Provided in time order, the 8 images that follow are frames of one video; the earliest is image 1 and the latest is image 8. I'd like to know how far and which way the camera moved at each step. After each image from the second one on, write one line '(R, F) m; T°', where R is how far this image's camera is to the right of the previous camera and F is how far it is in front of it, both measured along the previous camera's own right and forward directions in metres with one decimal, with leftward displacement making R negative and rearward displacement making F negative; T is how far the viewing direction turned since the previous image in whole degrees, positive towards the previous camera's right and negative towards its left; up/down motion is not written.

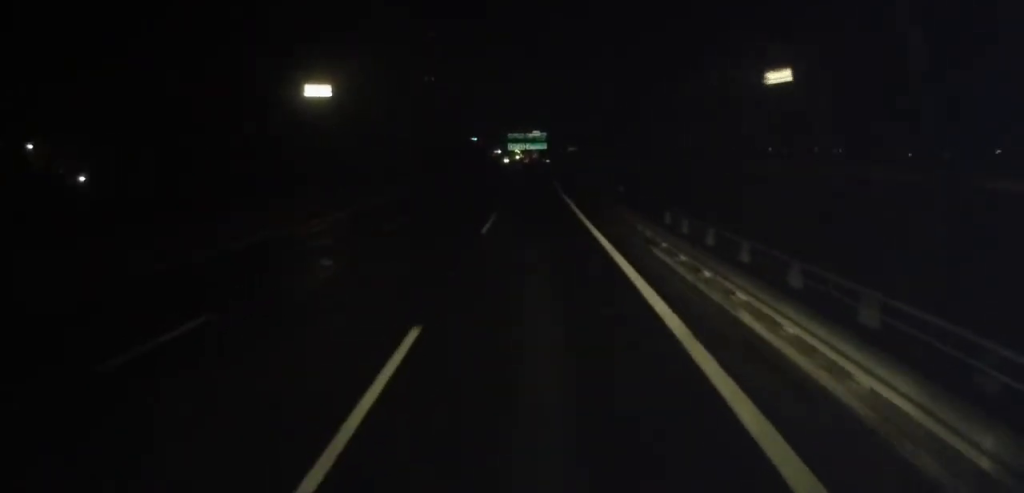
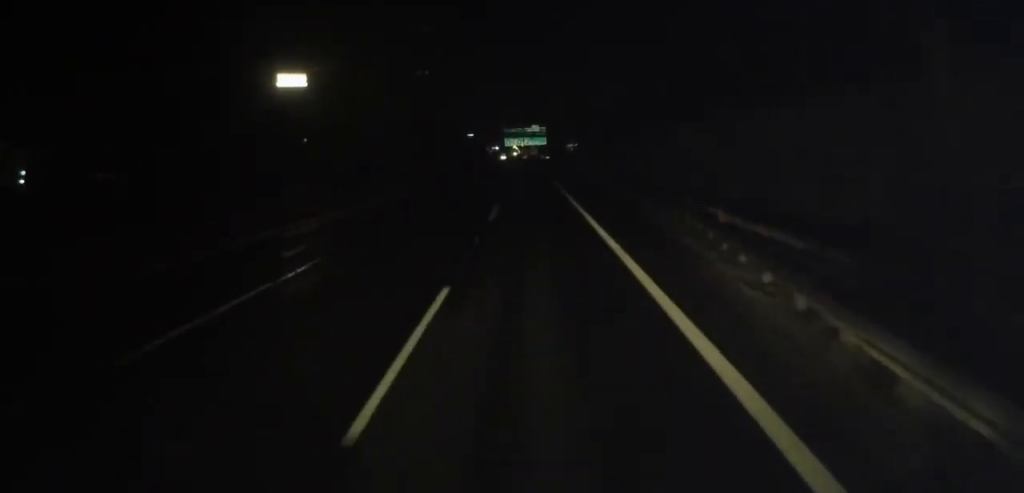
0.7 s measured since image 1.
(0.0, +15.5) m; 0°
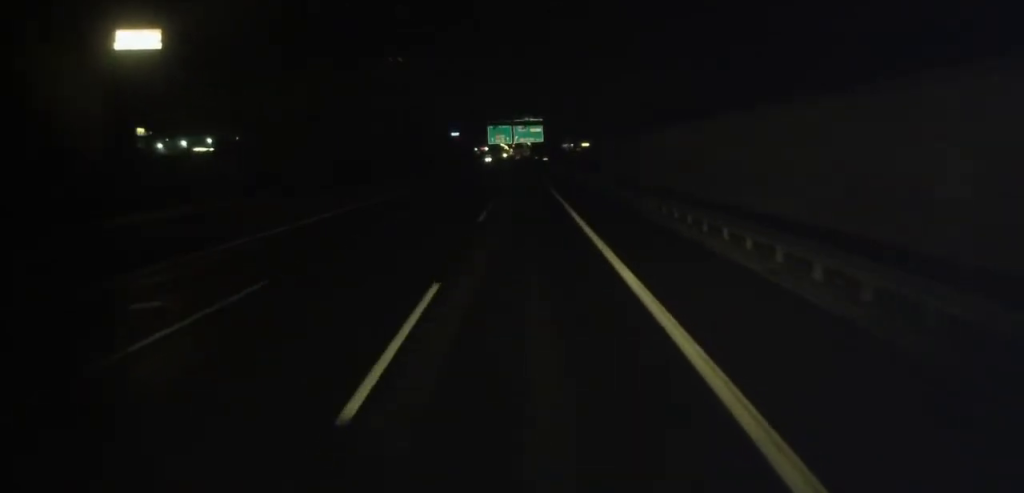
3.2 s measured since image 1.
(-0.9, +54.0) m; -1°
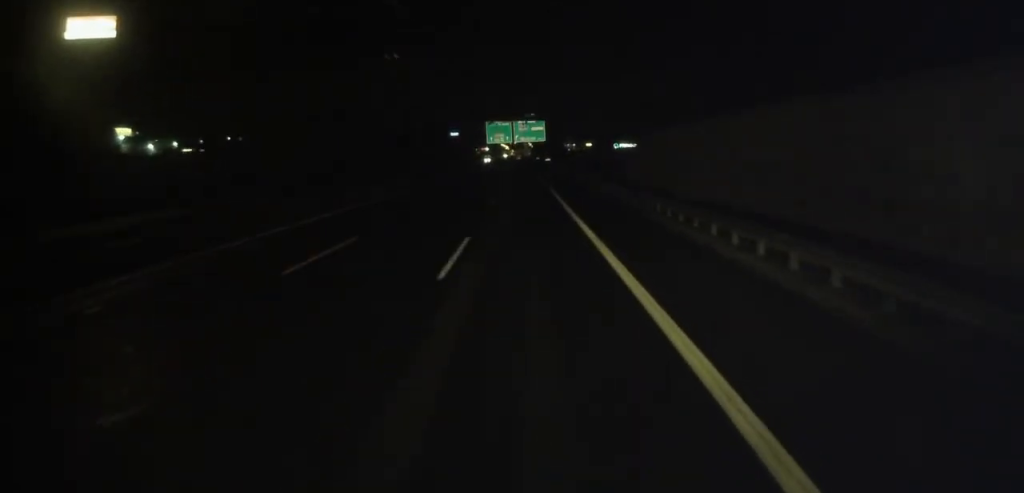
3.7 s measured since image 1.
(+0.1, +10.9) m; 0°
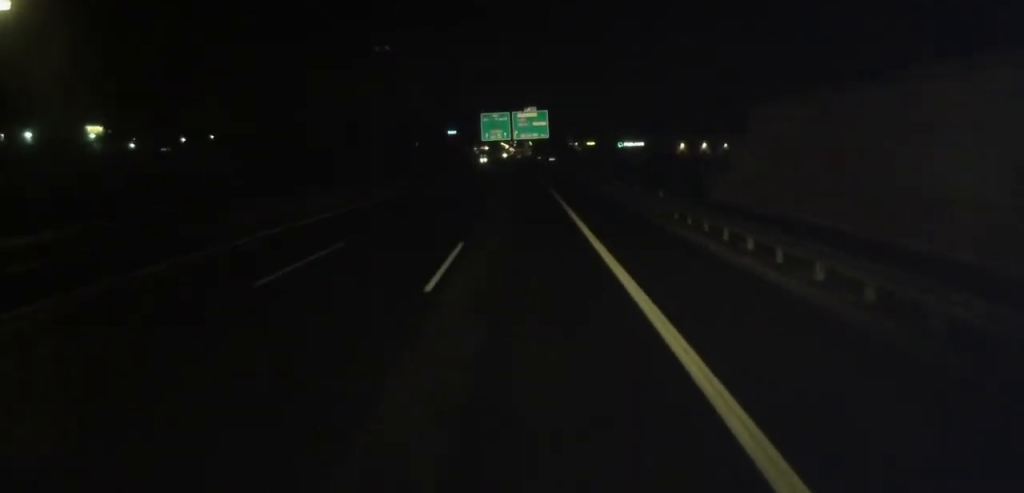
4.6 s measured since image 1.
(+0.2, +19.6) m; +1°
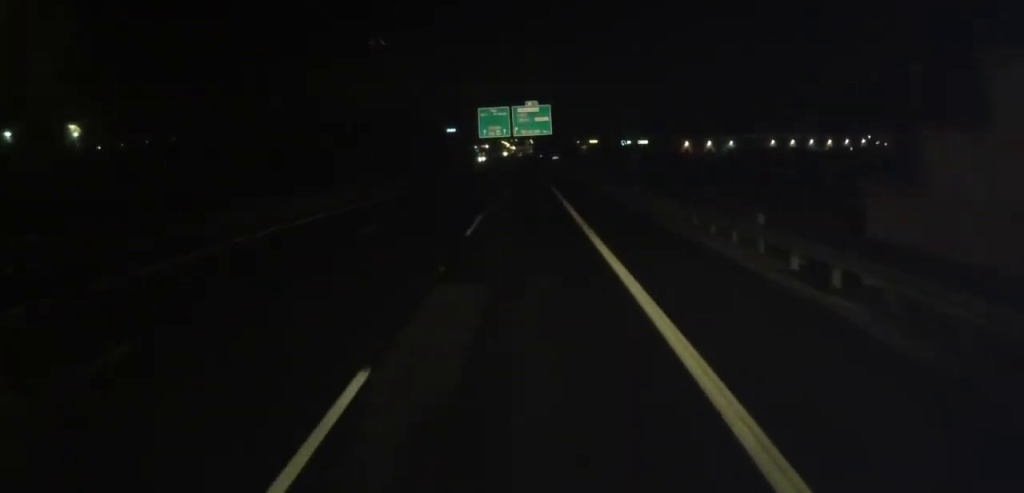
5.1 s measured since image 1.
(0.0, +10.8) m; 0°
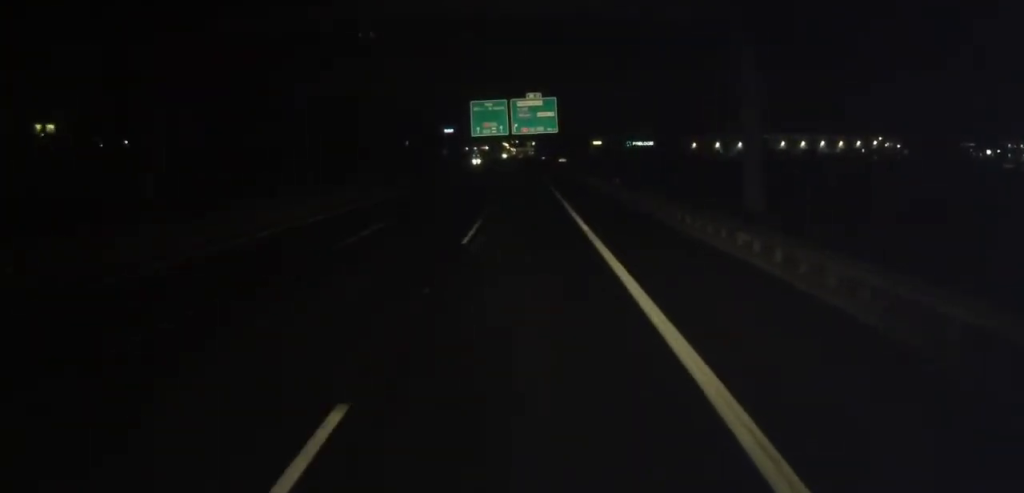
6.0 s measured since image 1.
(0.0, +19.5) m; 0°
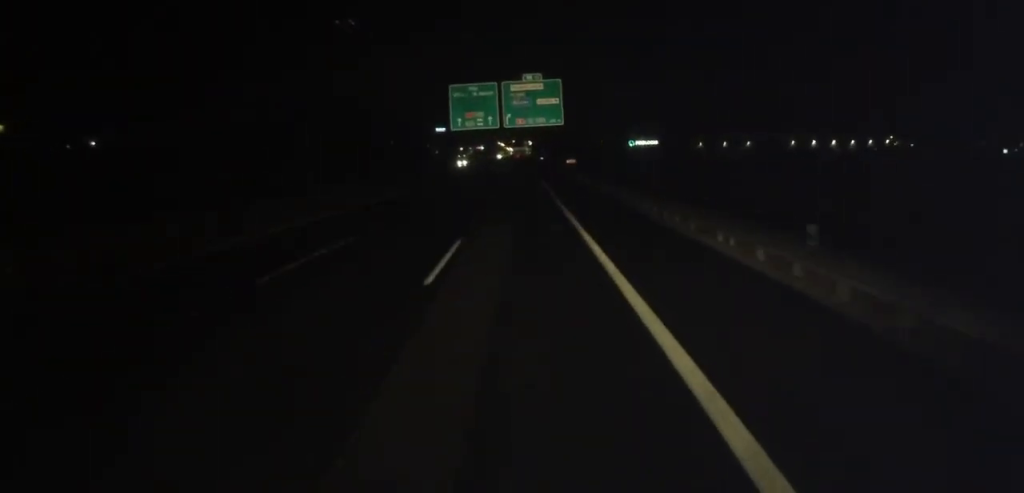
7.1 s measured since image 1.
(0.0, +25.1) m; -1°
